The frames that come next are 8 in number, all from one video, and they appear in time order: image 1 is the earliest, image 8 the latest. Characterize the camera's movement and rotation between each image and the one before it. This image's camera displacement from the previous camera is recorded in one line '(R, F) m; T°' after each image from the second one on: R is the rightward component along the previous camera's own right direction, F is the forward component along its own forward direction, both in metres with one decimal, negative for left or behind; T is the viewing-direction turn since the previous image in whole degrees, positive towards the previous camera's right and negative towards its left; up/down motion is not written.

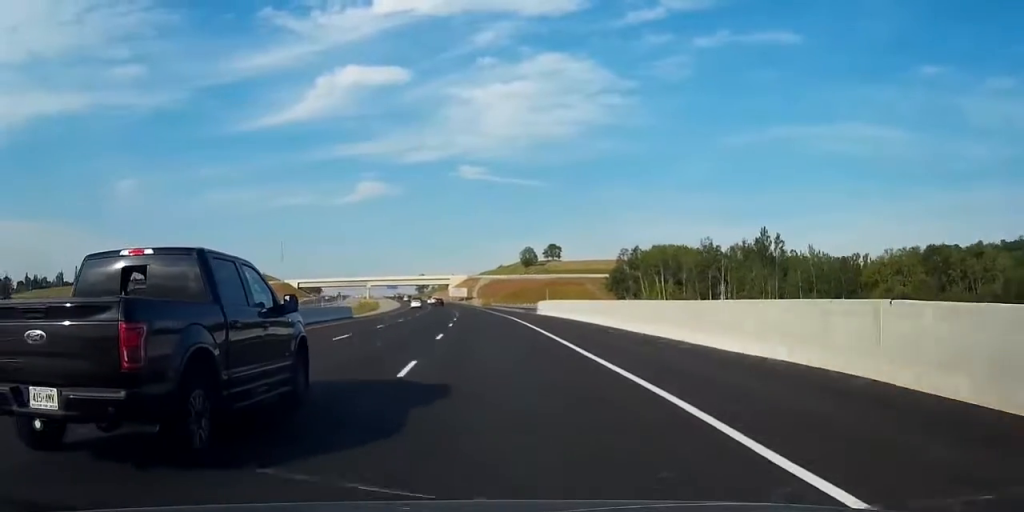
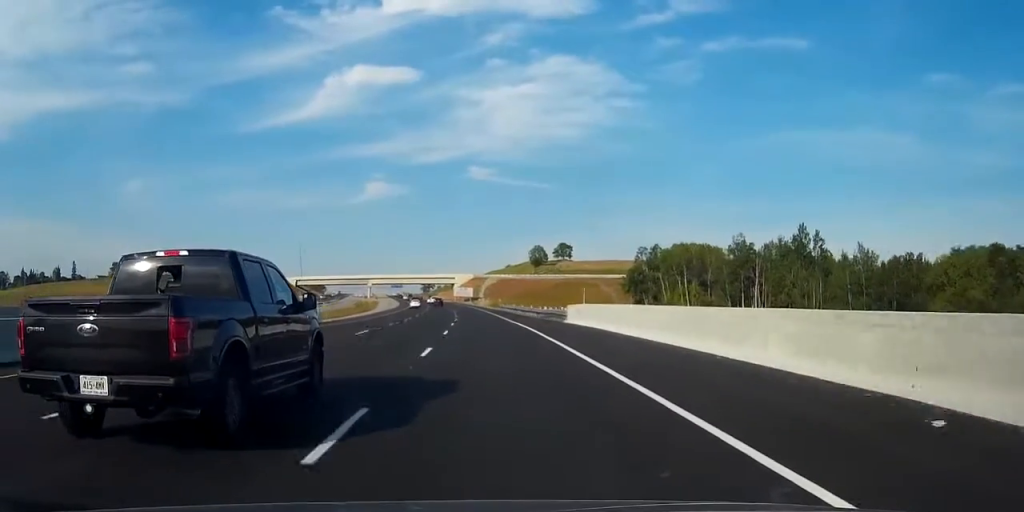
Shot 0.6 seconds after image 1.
(0.0, +18.5) m; 0°
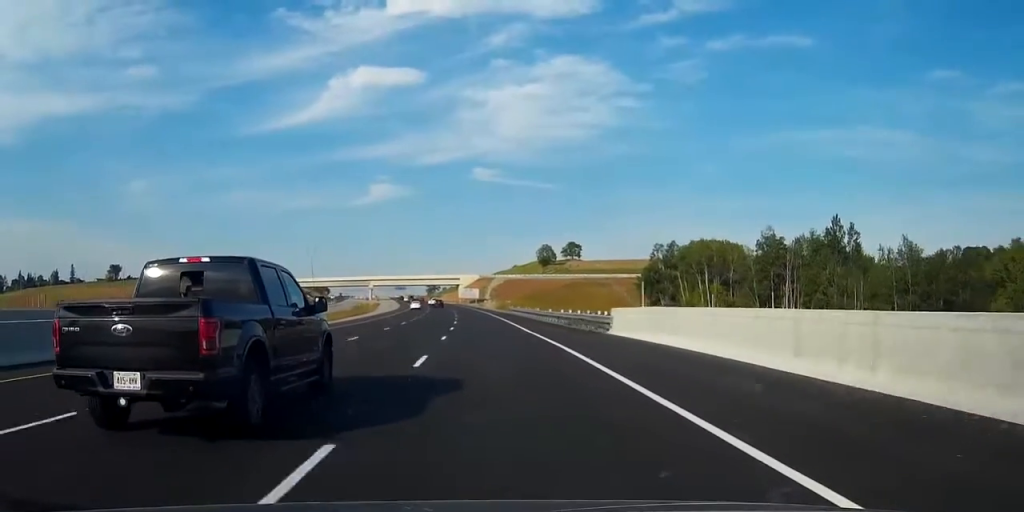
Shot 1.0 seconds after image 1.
(0.0, +14.1) m; 0°
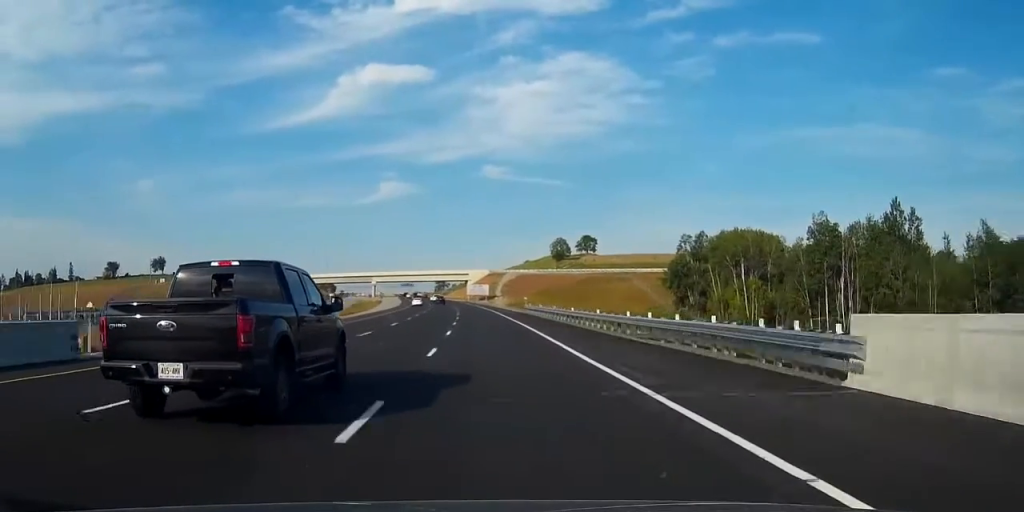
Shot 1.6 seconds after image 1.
(0.0, +20.7) m; -1°
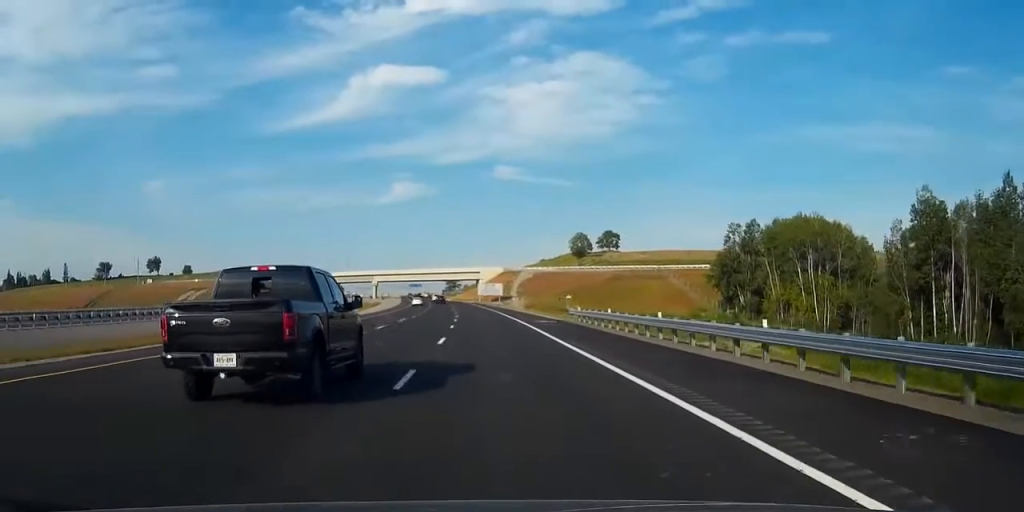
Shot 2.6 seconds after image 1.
(-0.4, +31.5) m; -3°
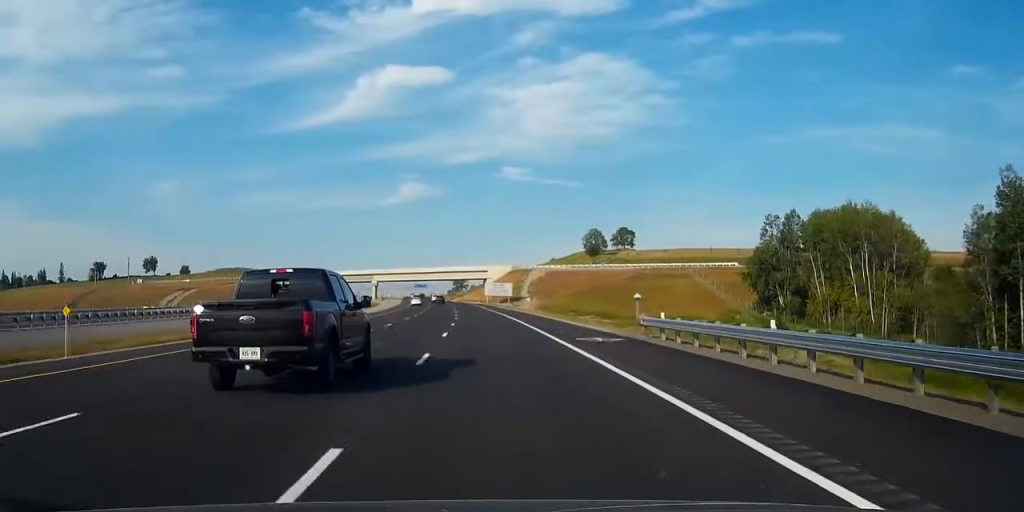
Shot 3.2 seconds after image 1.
(-0.3, +19.5) m; -2°
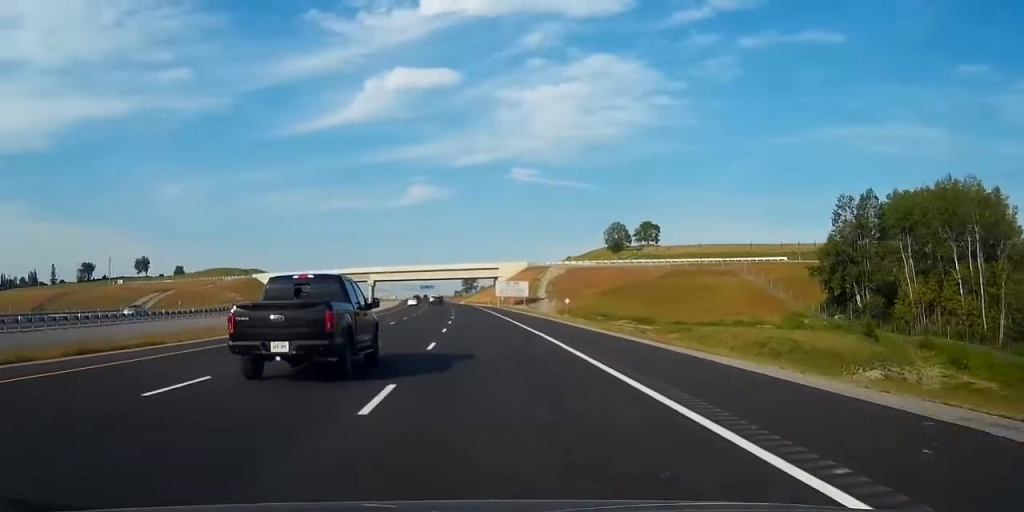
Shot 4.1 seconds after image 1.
(-0.9, +30.3) m; -2°
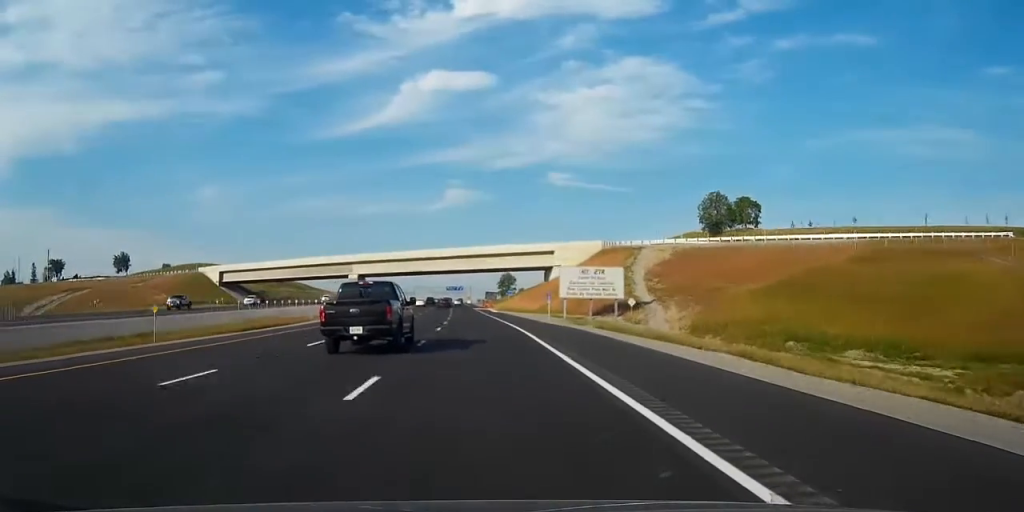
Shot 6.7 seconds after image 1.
(0.0, +82.3) m; 0°
